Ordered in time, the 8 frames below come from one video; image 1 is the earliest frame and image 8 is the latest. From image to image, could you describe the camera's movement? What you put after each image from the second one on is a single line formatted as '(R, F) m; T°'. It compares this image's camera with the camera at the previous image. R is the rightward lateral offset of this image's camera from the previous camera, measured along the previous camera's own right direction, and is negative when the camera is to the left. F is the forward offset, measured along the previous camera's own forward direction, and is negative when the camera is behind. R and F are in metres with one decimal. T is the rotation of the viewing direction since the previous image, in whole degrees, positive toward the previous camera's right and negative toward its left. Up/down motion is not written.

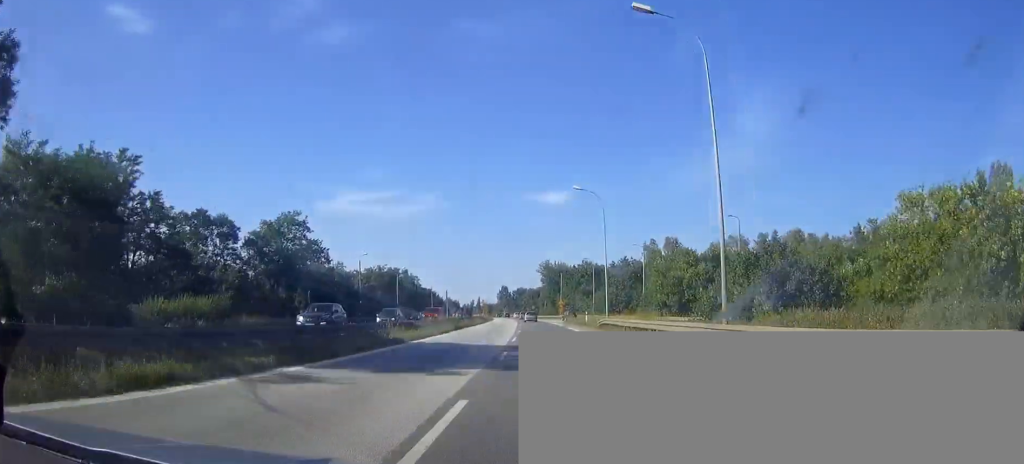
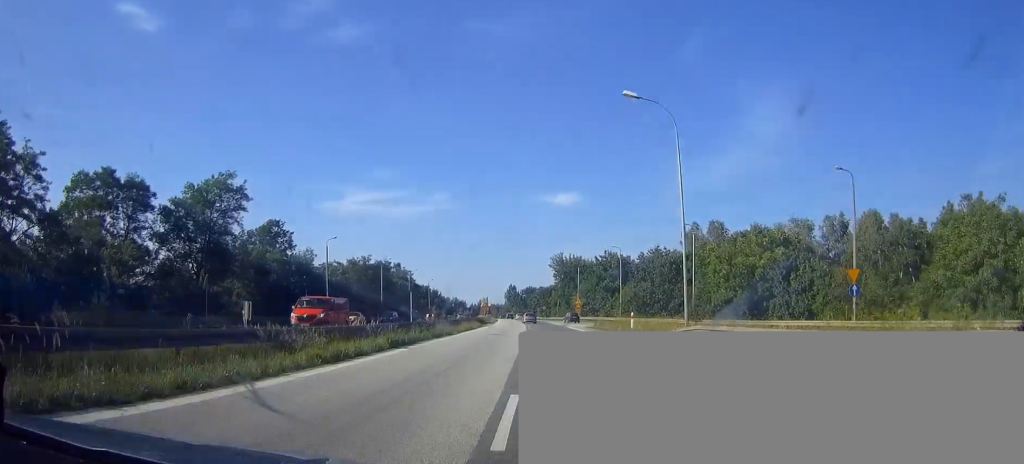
(-0.2, +22.8) m; -1°
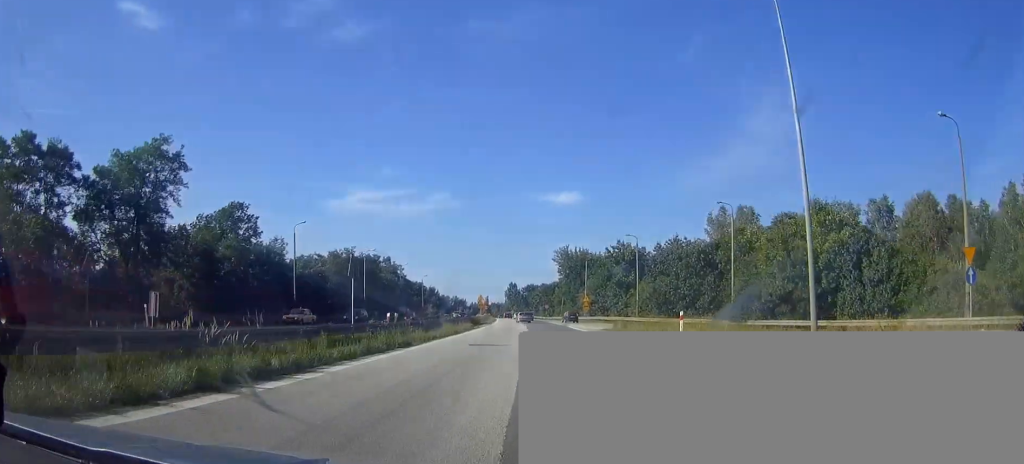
(0.0, +12.9) m; 0°
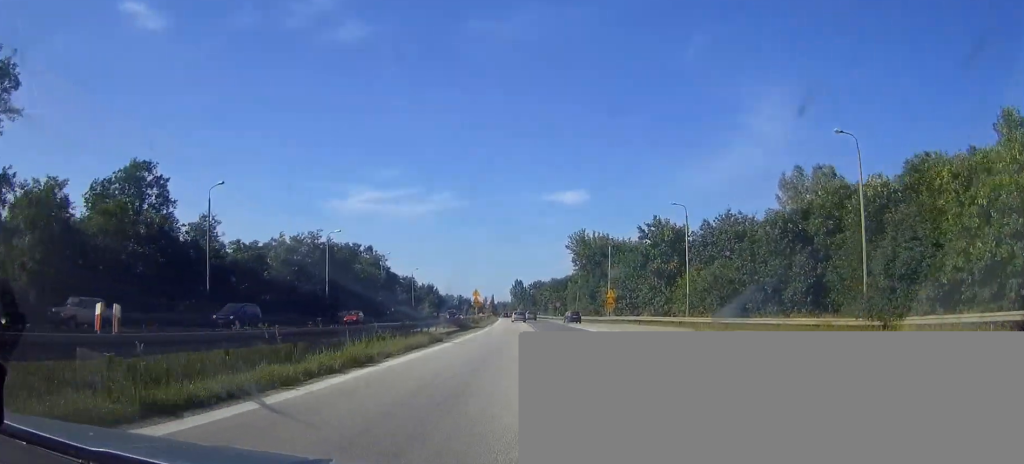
(-0.1, +22.3) m; 0°
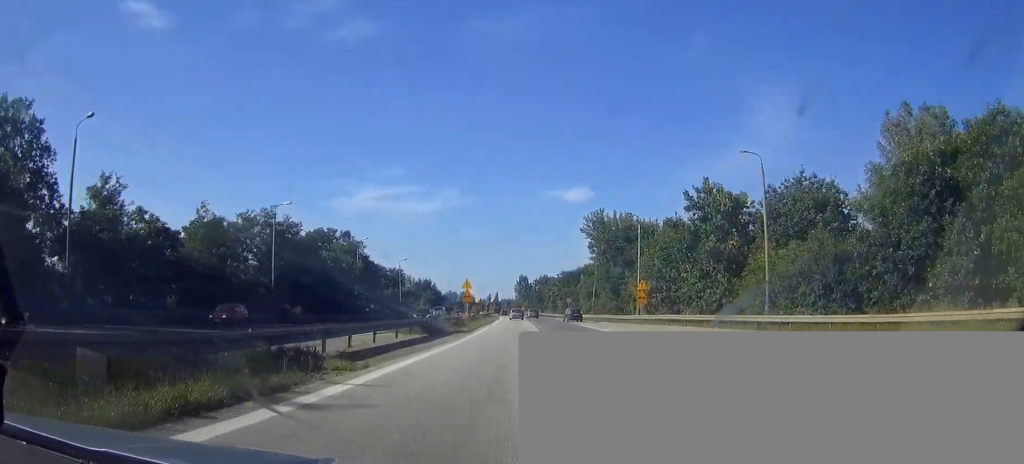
(-0.1, +18.7) m; 0°
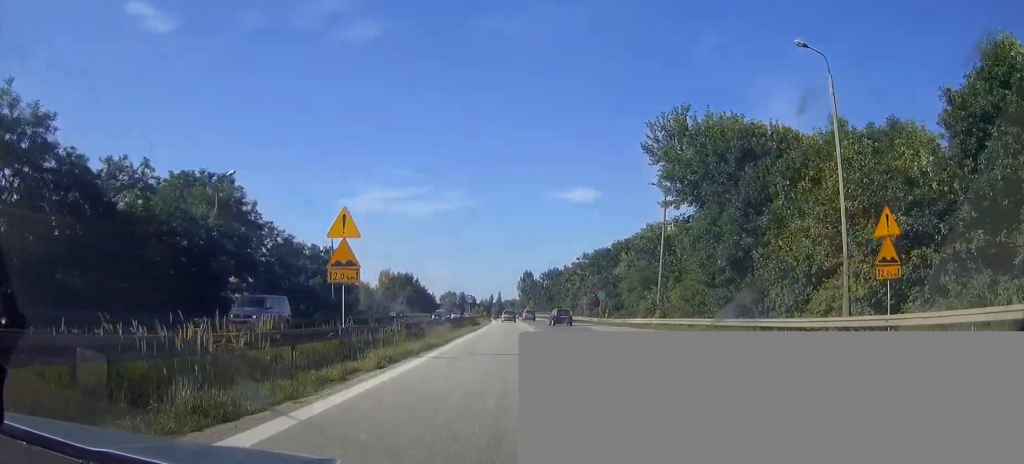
(-0.2, +42.4) m; 0°
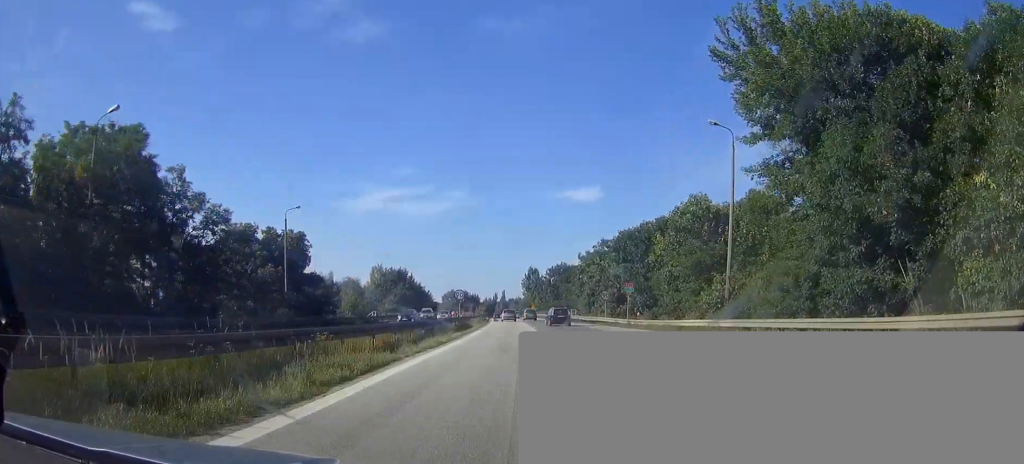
(0.0, +16.1) m; 0°
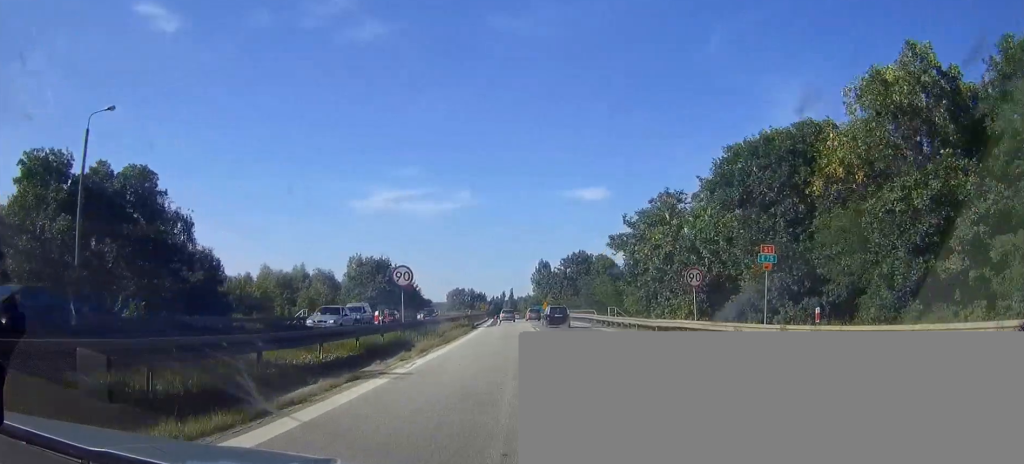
(-0.2, +30.4) m; -1°
